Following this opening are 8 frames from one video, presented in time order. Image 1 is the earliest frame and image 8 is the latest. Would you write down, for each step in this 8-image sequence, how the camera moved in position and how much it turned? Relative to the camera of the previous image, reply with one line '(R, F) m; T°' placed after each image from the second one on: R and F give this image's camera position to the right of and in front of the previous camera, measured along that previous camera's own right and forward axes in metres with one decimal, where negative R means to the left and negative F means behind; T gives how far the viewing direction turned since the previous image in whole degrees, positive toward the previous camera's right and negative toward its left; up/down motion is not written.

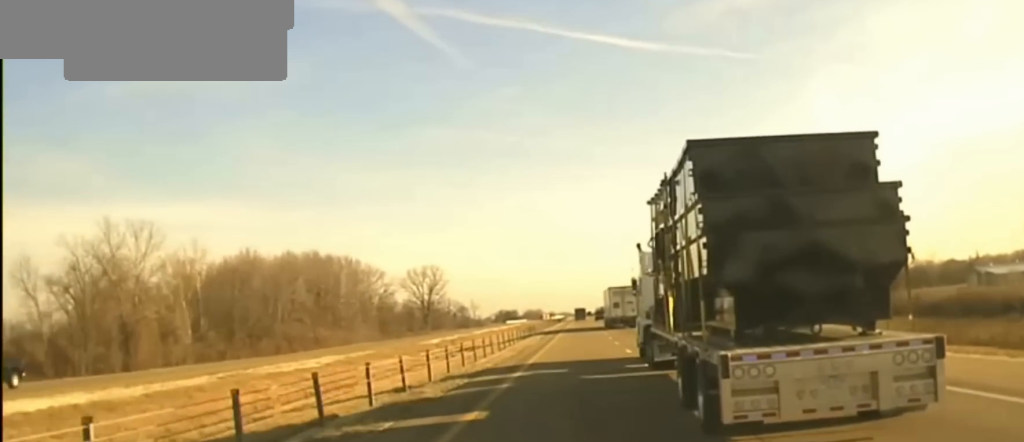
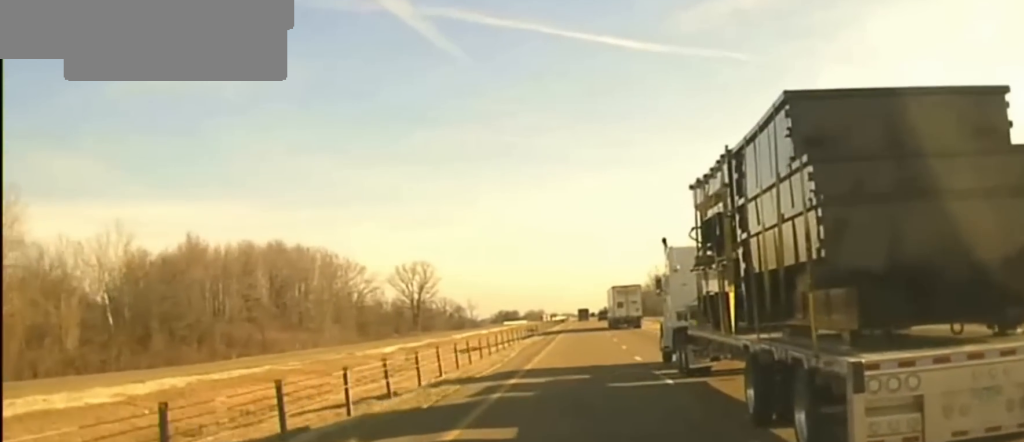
(0.0, +30.3) m; 0°
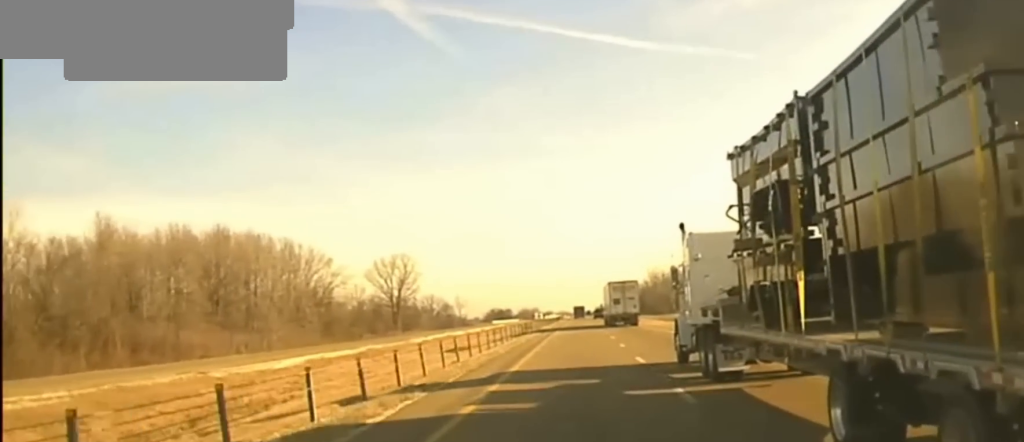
(+0.2, +27.1) m; -1°
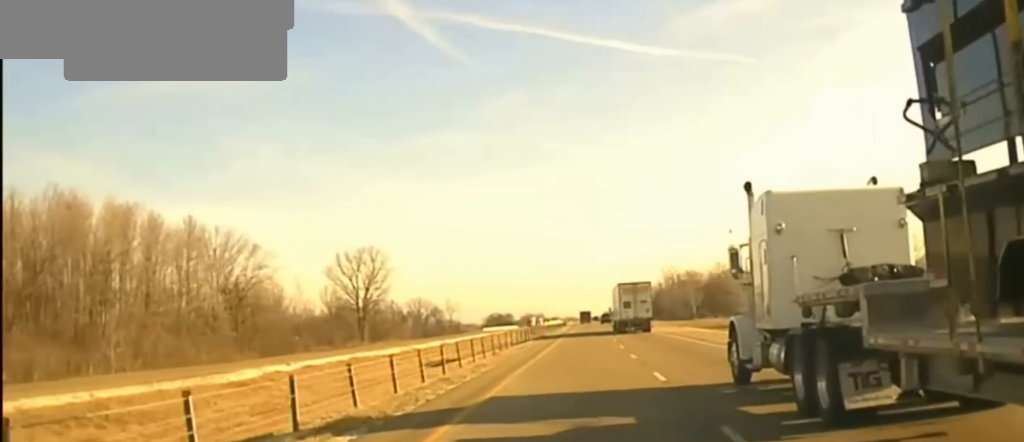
(-0.5, +48.6) m; 0°
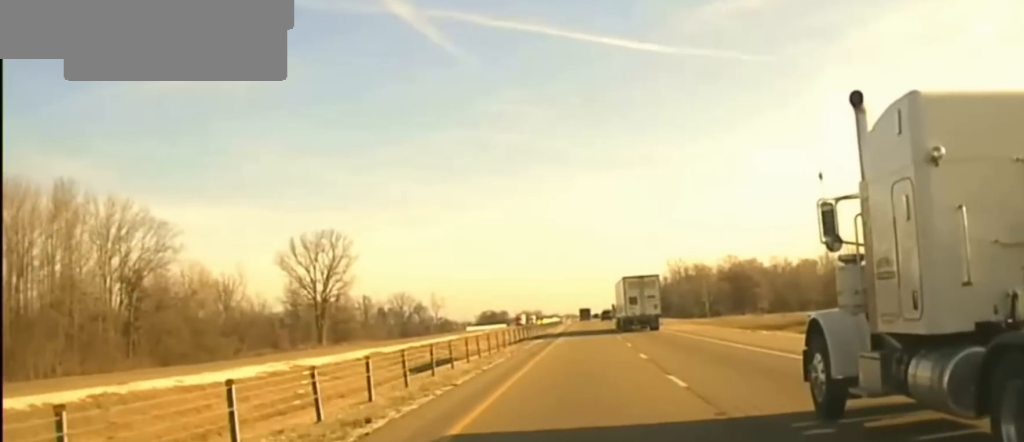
(+0.1, +37.2) m; 0°
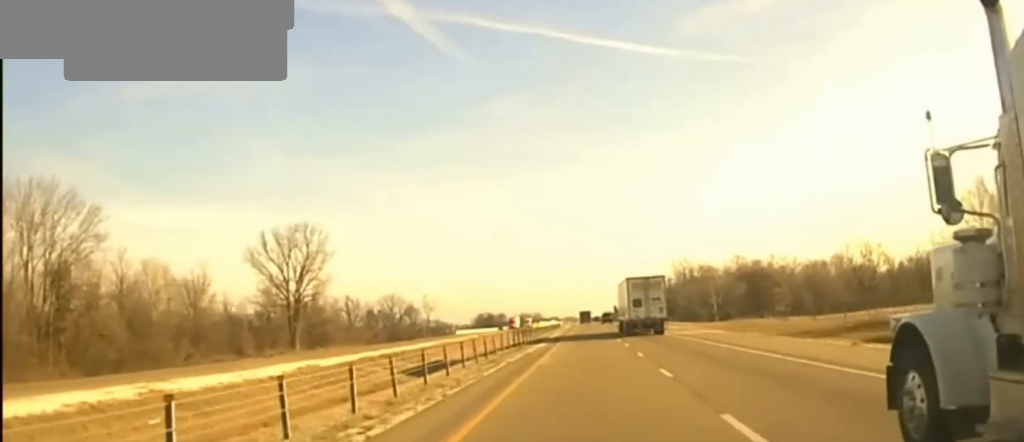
(0.0, +20.7) m; 0°
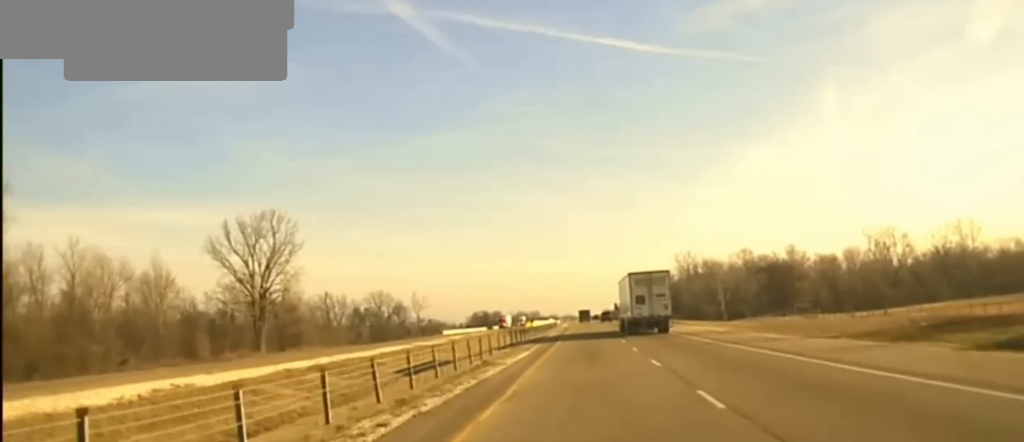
(-0.1, +21.6) m; 0°
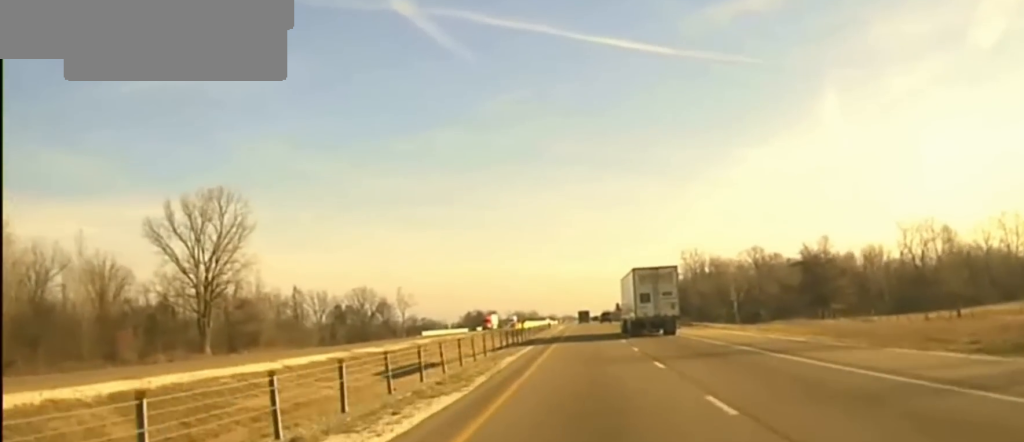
(+0.2, +27.6) m; 0°
